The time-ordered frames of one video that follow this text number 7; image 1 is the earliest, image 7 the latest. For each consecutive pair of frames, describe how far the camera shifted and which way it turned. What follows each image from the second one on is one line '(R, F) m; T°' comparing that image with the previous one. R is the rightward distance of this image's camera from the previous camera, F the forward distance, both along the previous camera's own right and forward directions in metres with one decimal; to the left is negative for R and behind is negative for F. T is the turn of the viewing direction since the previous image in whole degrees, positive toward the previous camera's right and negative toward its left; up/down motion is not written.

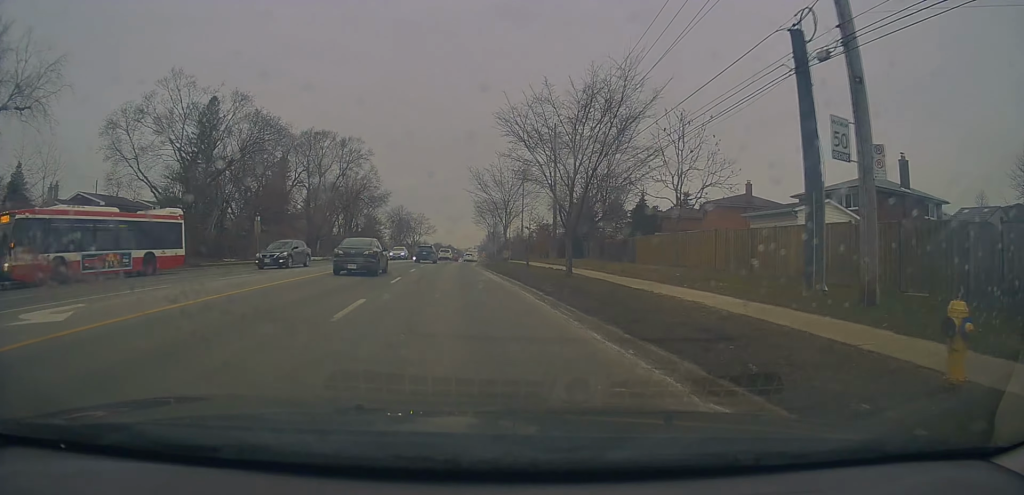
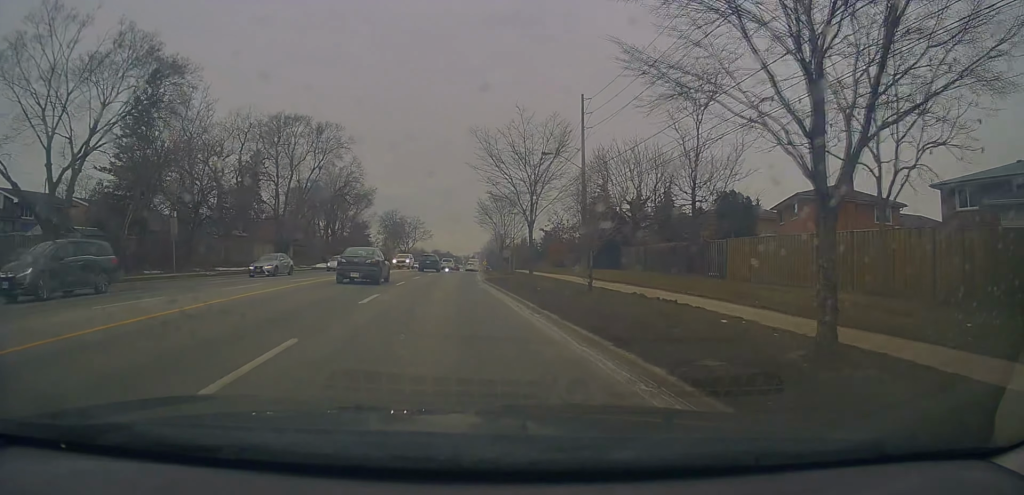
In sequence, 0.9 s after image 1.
(-0.1, +15.1) m; -1°
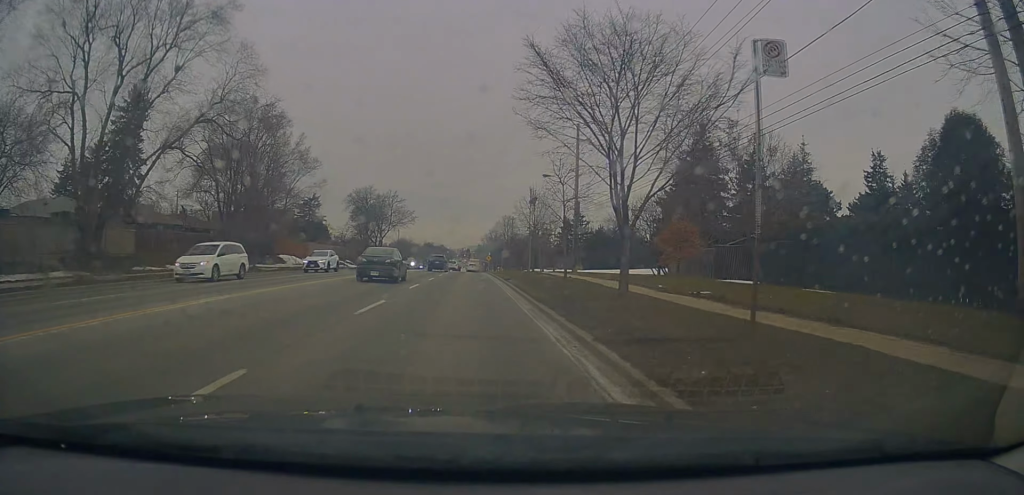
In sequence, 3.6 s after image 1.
(+0.1, +37.7) m; +2°
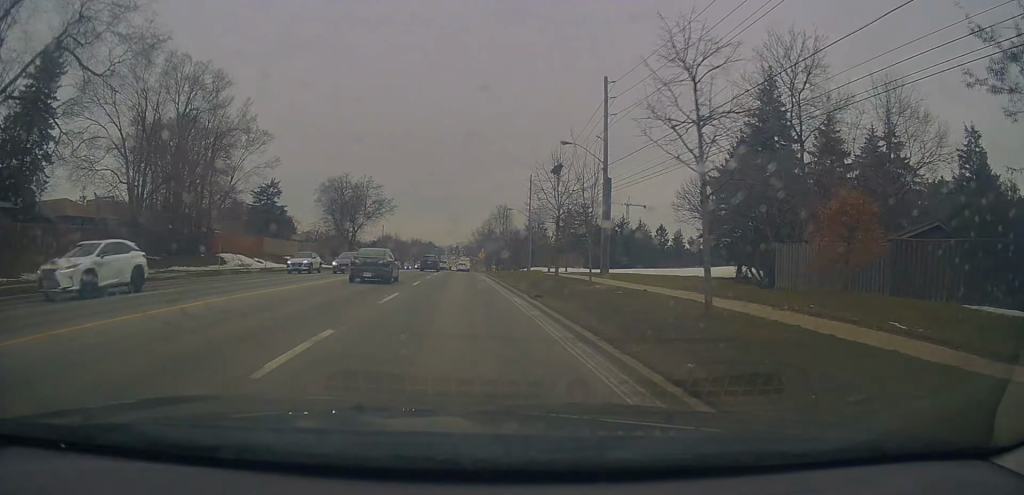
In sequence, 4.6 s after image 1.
(+0.1, +15.0) m; 0°
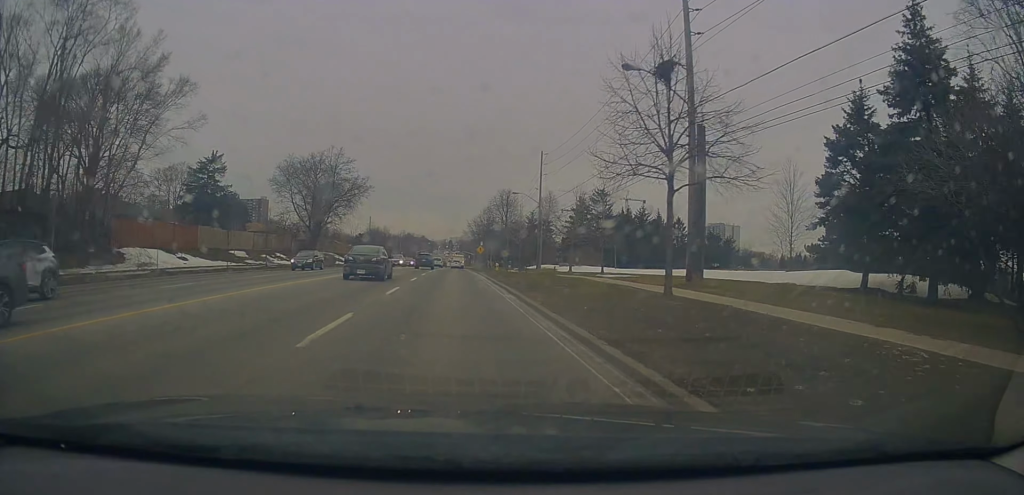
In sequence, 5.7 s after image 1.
(-0.1, +18.1) m; 0°
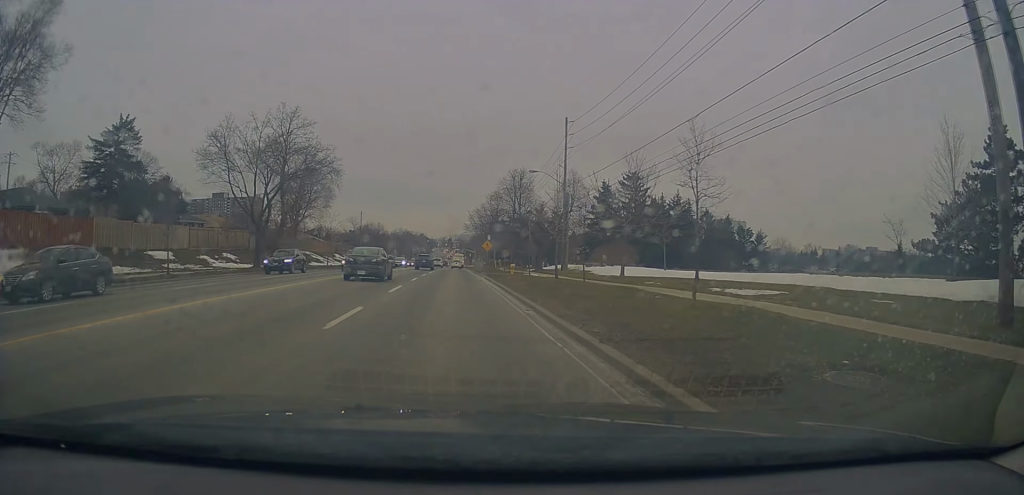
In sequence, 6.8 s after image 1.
(0.0, +18.5) m; 0°
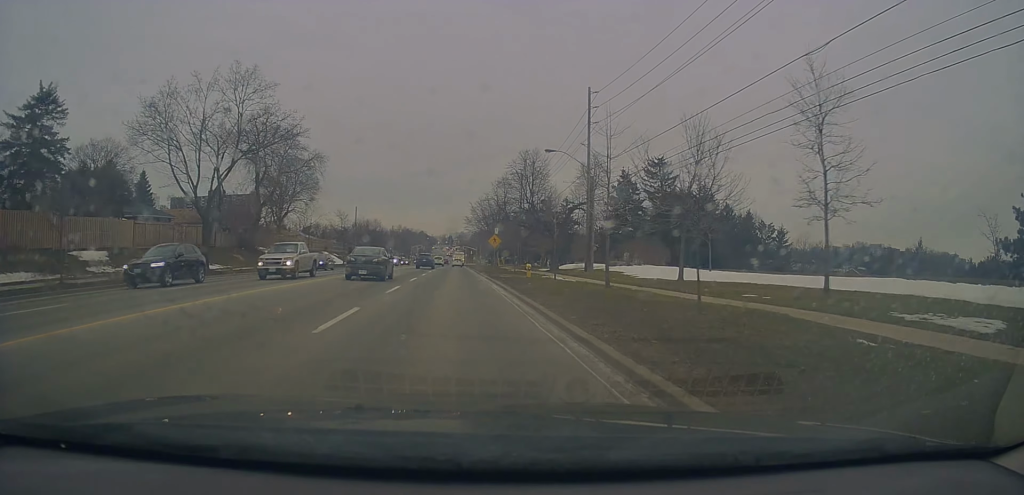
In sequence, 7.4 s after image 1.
(-0.1, +10.1) m; +1°
